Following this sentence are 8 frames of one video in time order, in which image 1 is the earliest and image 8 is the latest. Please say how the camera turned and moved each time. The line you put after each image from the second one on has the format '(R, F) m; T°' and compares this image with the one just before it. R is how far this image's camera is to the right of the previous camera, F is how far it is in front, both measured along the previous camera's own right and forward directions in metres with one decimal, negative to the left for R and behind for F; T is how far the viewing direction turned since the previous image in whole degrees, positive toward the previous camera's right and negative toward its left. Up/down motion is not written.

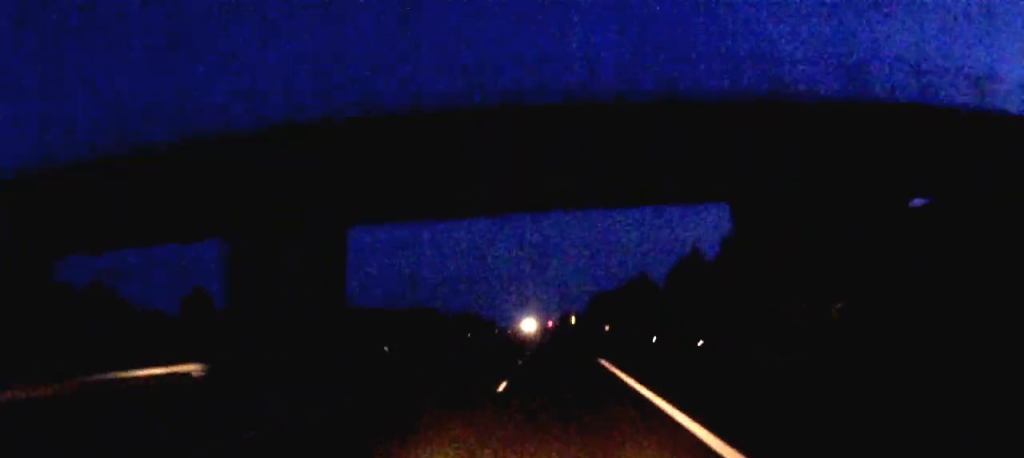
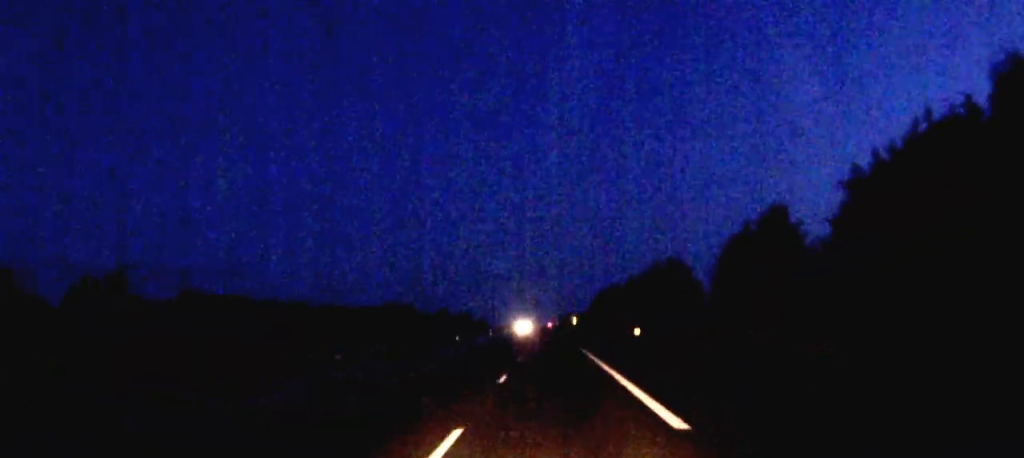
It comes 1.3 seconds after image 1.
(+0.1, +35.7) m; 0°
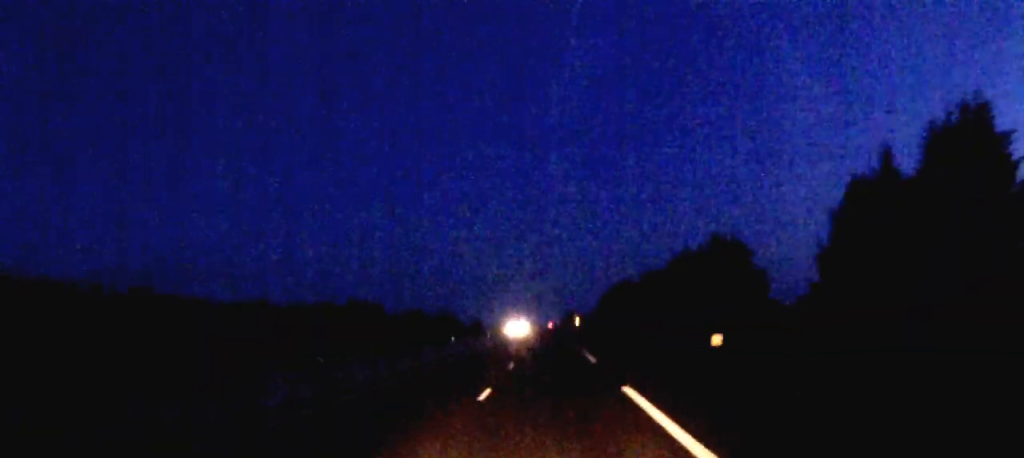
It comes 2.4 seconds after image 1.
(0.0, +31.1) m; 0°
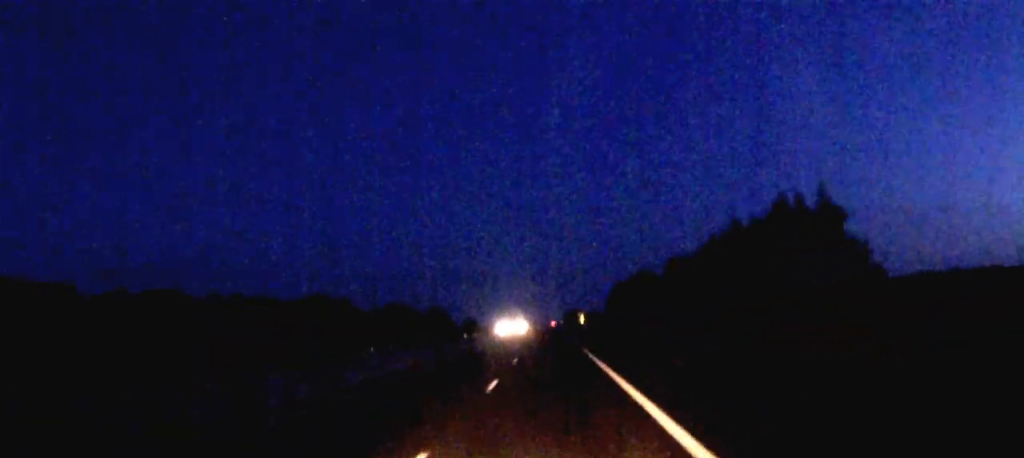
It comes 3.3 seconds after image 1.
(0.0, +23.8) m; 0°
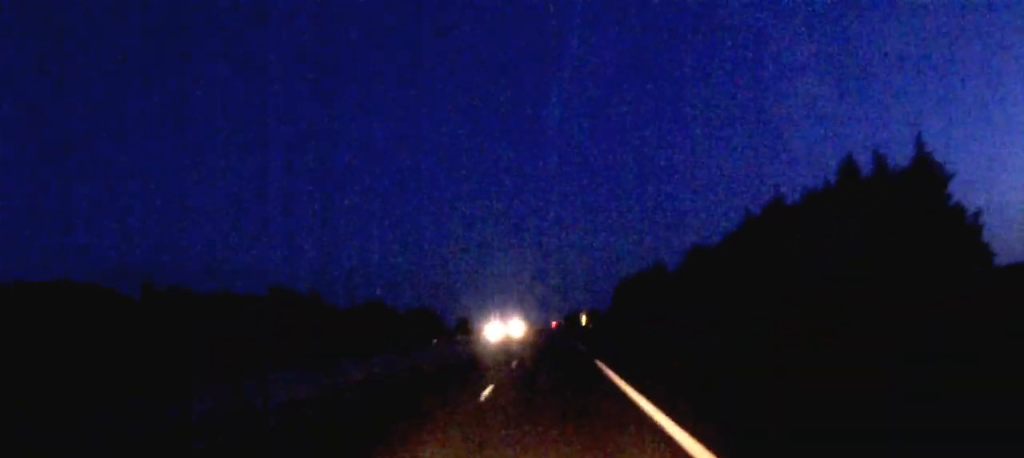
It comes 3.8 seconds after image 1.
(0.0, +14.6) m; 0°
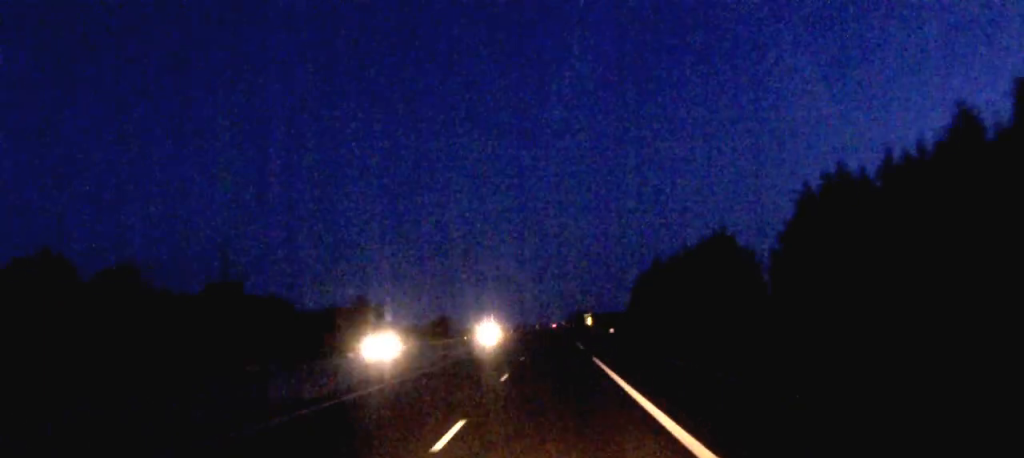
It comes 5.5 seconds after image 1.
(0.0, +46.6) m; 0°
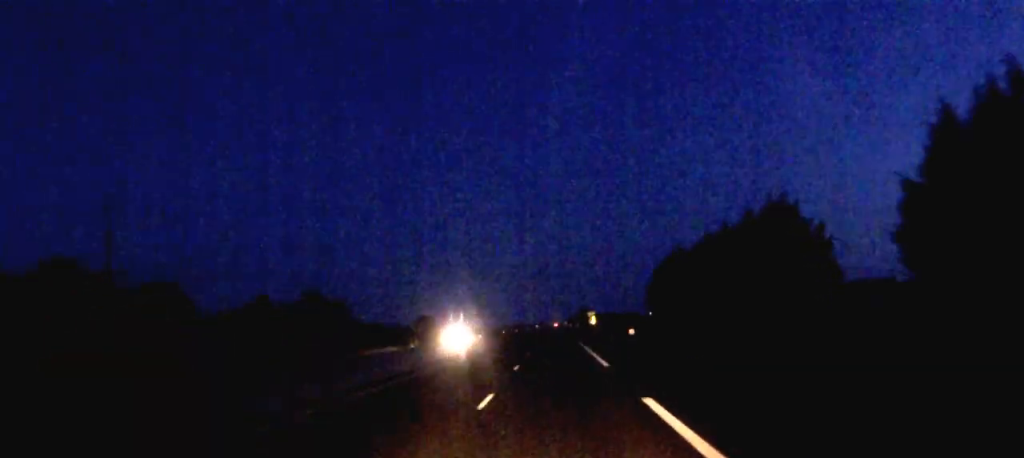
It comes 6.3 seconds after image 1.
(0.0, +21.1) m; 0°
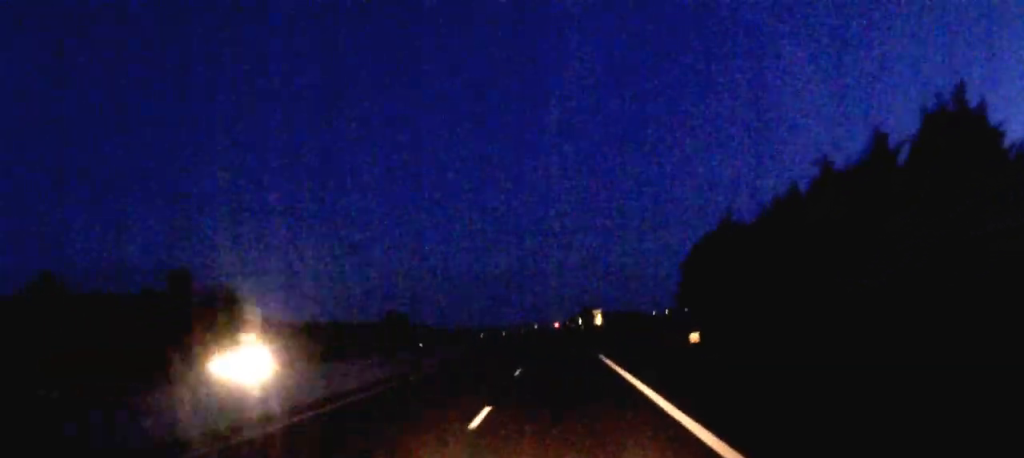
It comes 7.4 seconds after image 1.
(0.0, +29.4) m; 0°
